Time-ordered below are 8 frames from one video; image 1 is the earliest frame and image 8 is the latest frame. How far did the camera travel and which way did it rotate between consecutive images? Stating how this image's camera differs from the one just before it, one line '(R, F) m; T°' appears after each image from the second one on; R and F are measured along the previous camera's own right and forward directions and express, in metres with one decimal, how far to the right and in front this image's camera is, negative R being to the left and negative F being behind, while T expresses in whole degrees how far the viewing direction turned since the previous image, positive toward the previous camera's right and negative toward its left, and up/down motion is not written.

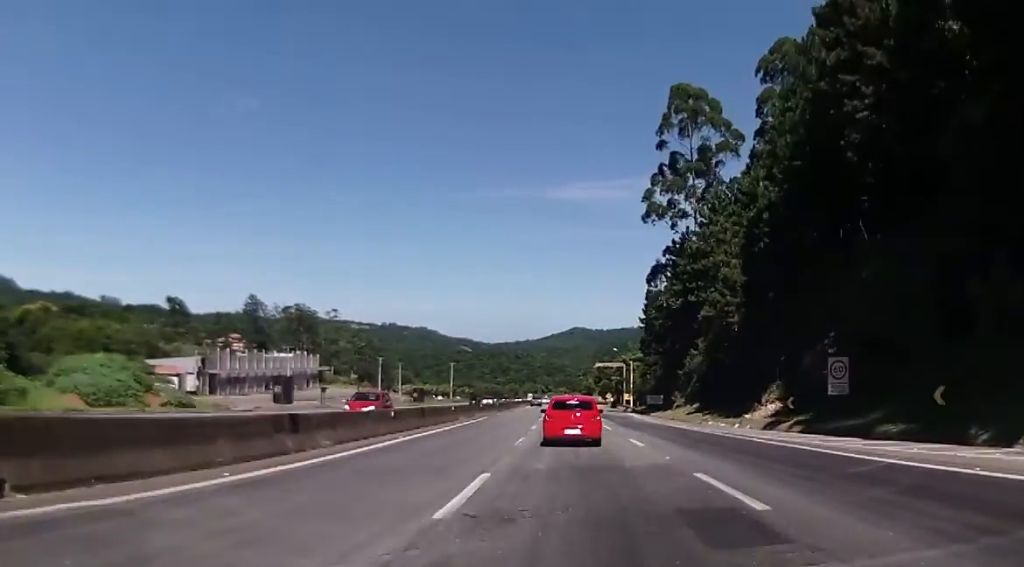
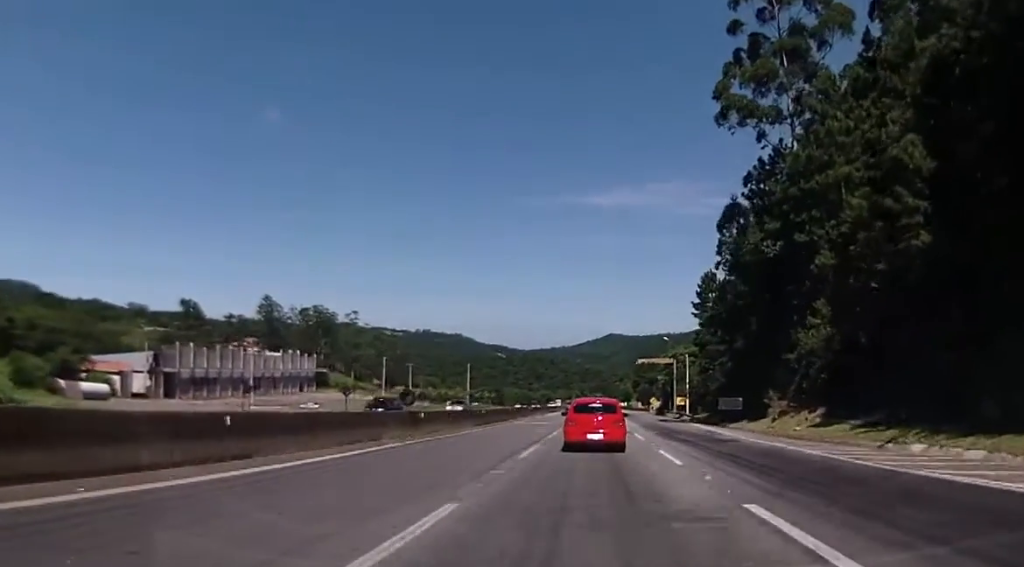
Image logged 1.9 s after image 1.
(-2.3, +32.2) m; -6°
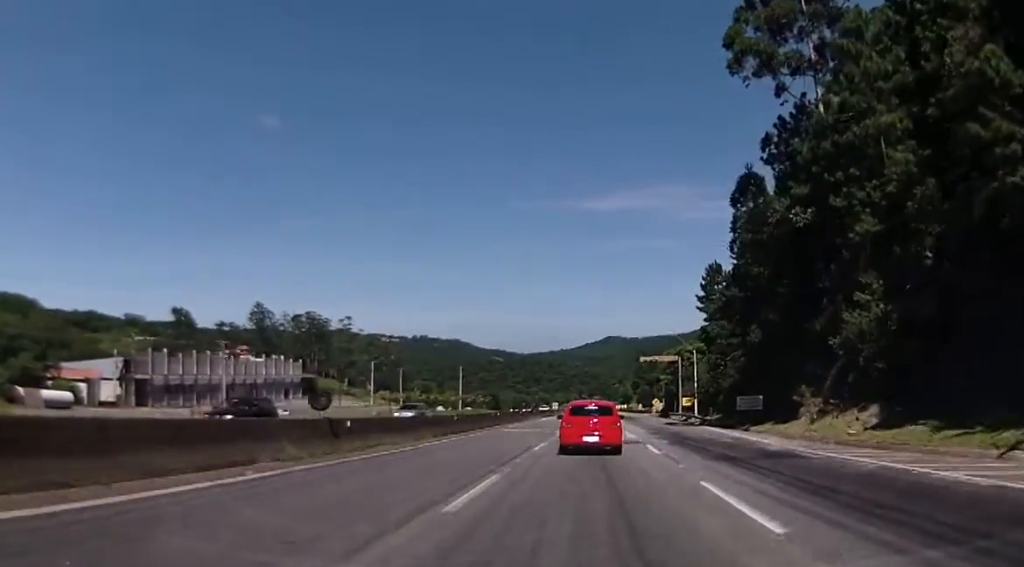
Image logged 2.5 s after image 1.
(+0.2, +8.8) m; -1°
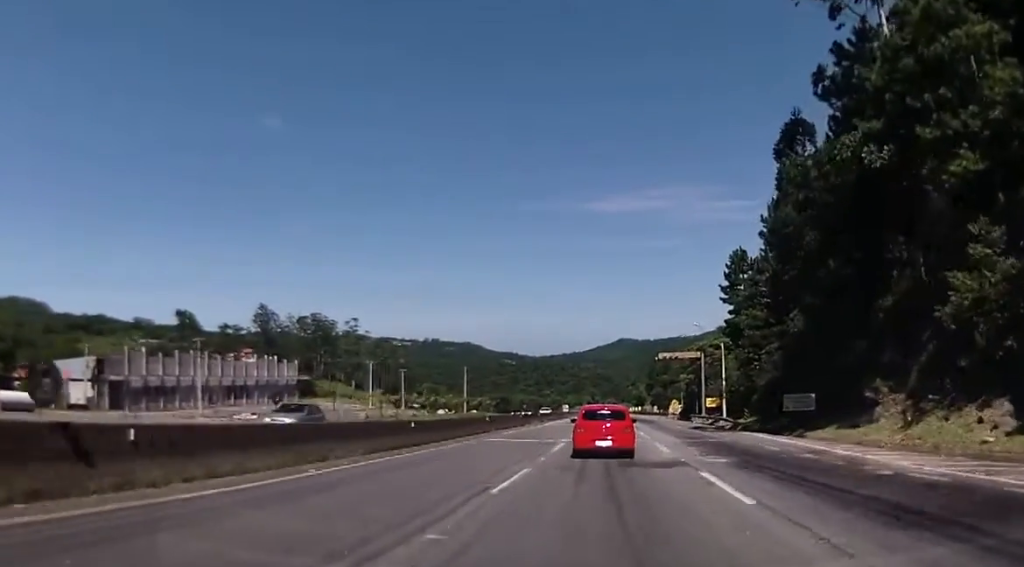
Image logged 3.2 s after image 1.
(-0.3, +10.6) m; 0°
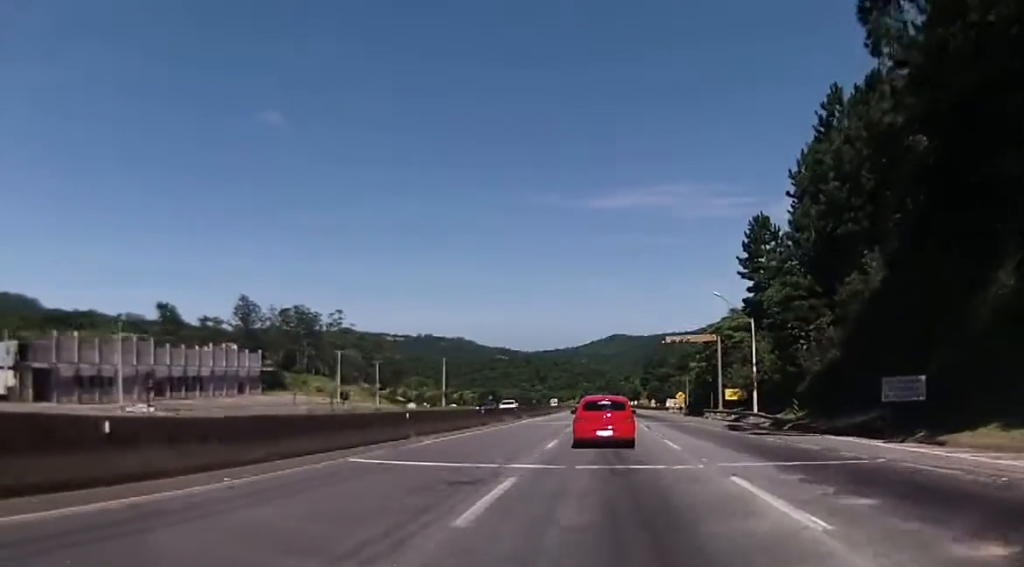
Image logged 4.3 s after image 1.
(+0.2, +16.6) m; 0°
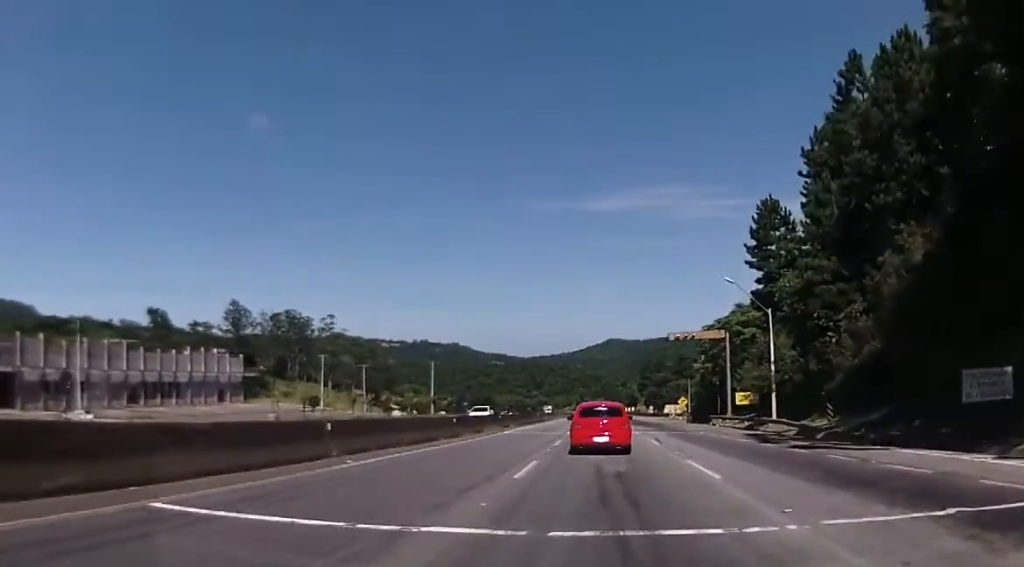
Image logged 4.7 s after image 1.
(0.0, +7.0) m; -1°
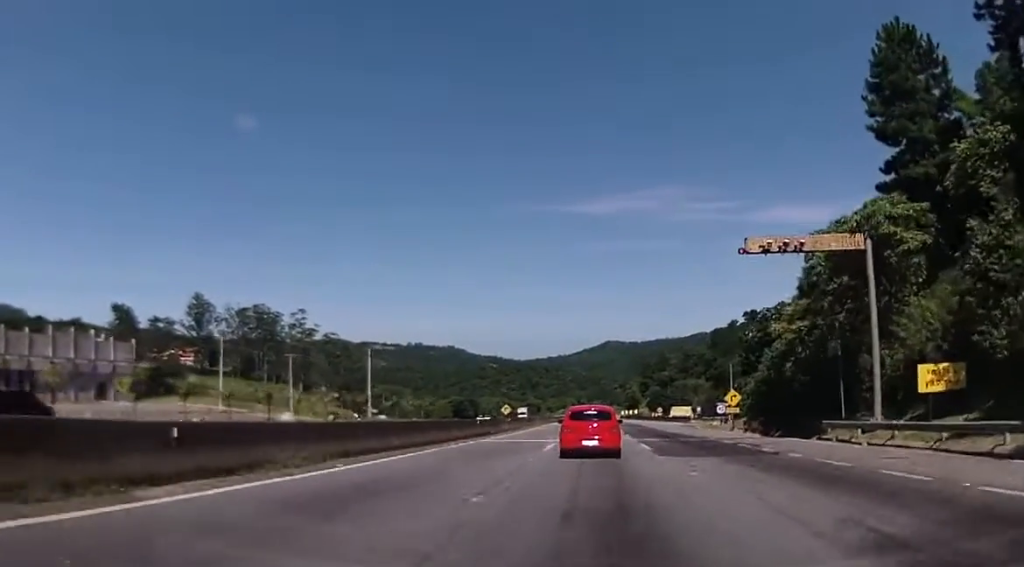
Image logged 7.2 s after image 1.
(-0.3, +37.4) m; +1°
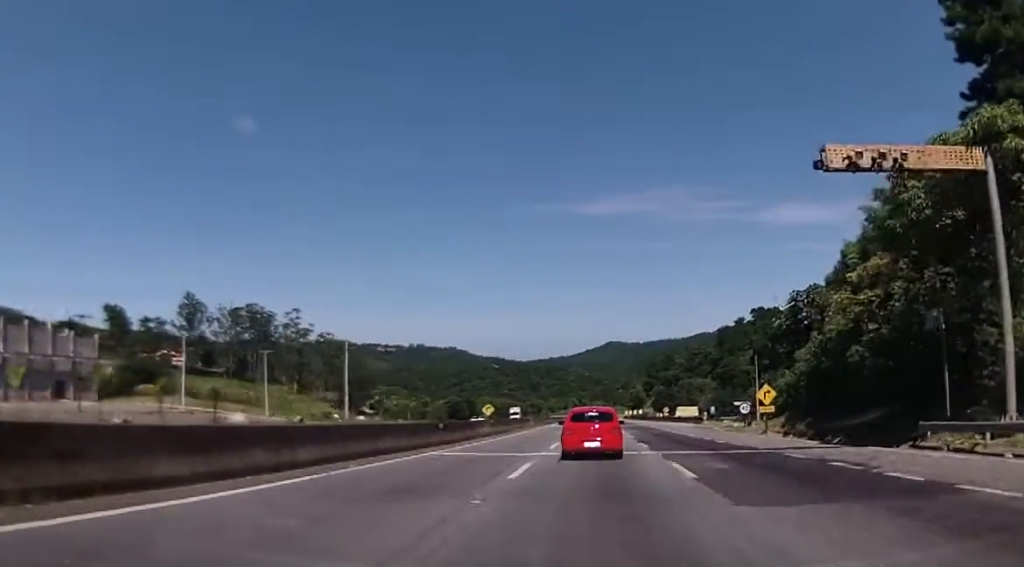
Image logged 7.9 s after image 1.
(0.0, +10.6) m; 0°
